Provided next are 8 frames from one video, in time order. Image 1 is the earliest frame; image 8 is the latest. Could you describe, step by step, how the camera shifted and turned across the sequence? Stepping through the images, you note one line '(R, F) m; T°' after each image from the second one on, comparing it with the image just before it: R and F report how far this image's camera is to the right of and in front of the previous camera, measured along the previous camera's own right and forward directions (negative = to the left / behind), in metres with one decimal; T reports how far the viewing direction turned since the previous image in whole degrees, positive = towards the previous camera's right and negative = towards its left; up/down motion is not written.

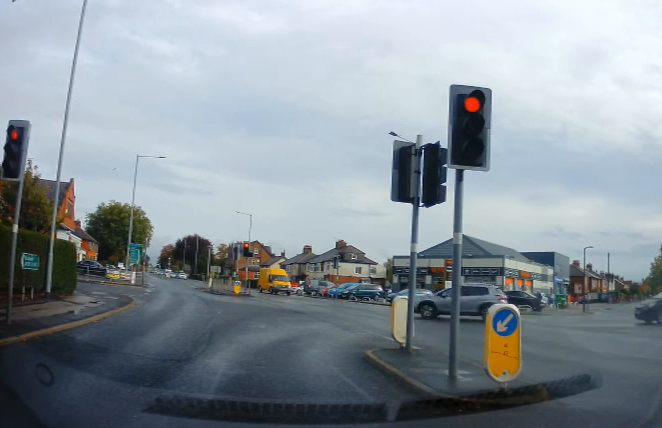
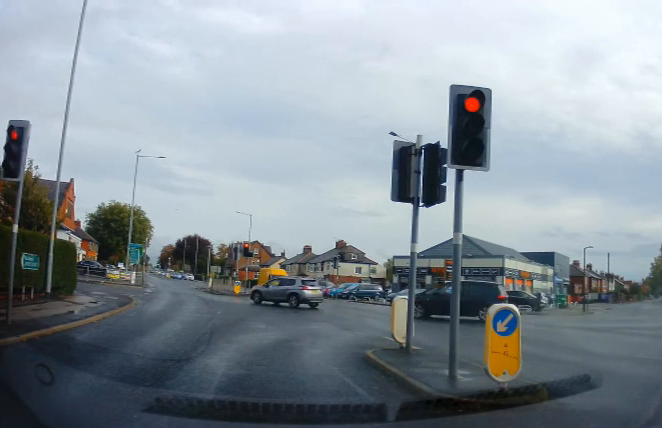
(0.0, 0.0) m; 0°
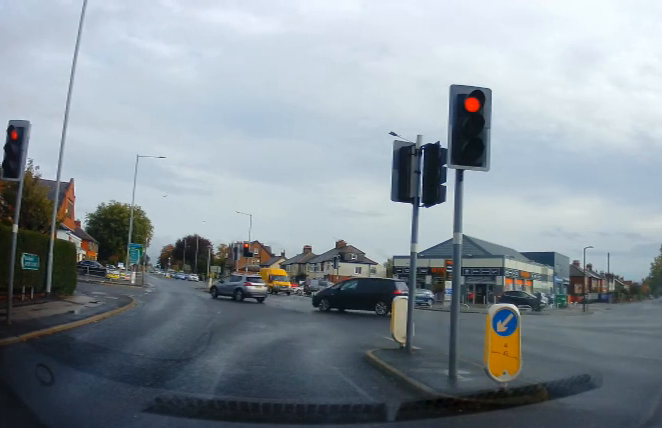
(0.0, 0.0) m; 0°
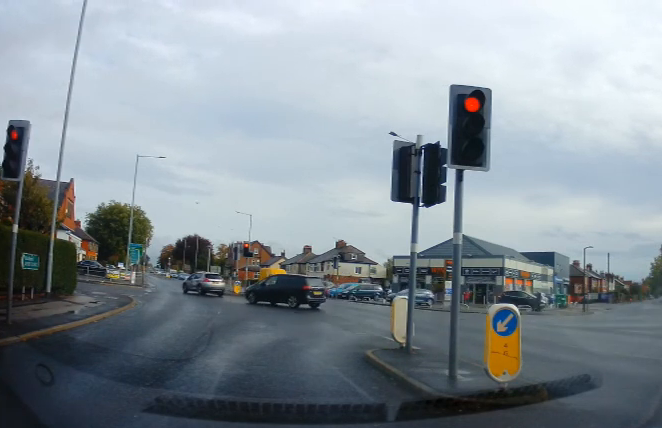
(0.0, 0.0) m; 0°
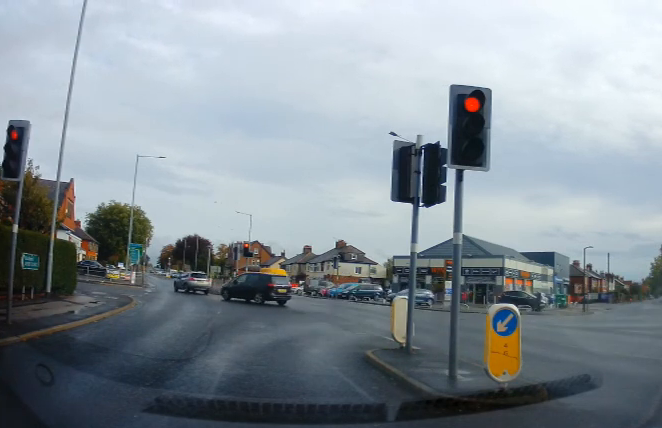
(0.0, 0.0) m; 0°
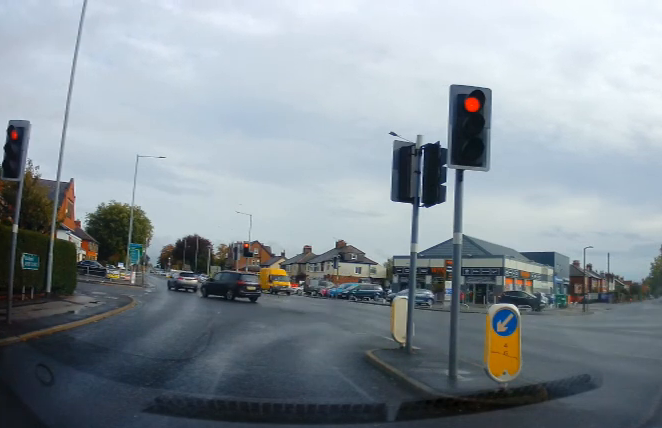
(0.0, 0.0) m; 0°
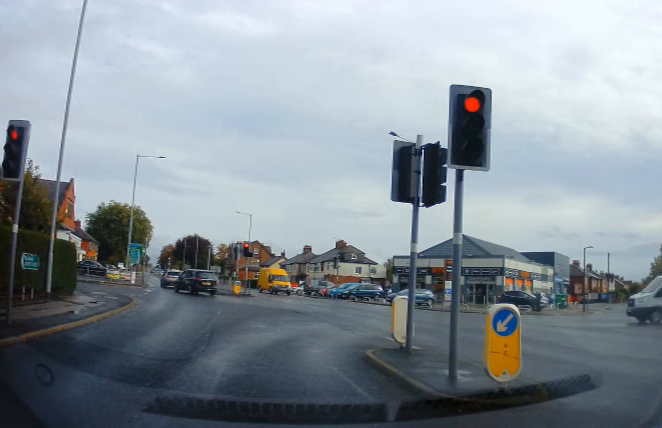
(0.0, 0.0) m; 0°
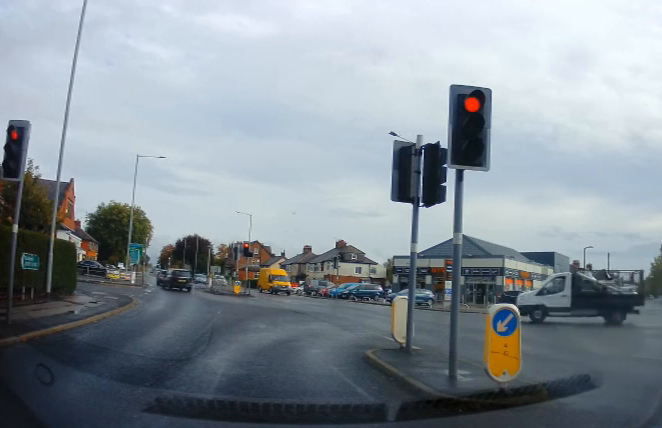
(0.0, 0.0) m; 0°
